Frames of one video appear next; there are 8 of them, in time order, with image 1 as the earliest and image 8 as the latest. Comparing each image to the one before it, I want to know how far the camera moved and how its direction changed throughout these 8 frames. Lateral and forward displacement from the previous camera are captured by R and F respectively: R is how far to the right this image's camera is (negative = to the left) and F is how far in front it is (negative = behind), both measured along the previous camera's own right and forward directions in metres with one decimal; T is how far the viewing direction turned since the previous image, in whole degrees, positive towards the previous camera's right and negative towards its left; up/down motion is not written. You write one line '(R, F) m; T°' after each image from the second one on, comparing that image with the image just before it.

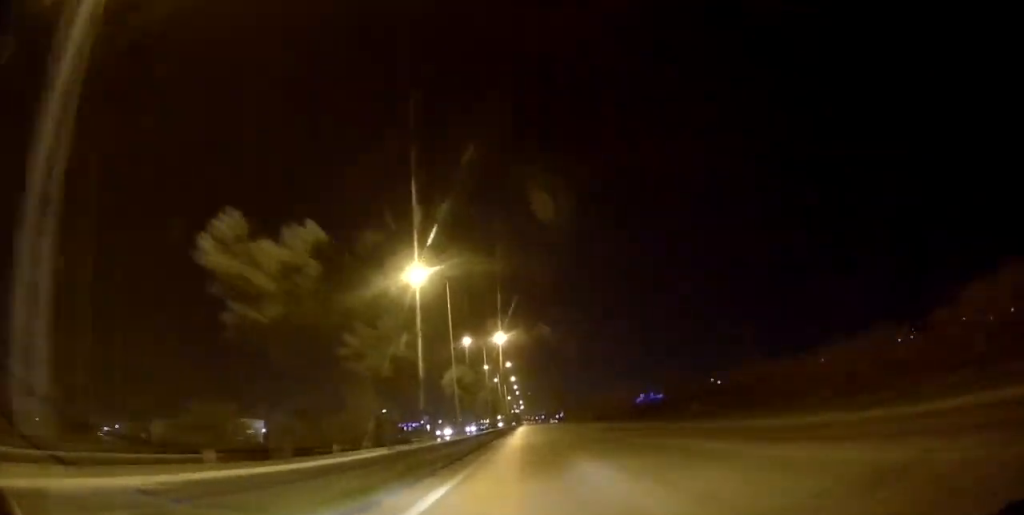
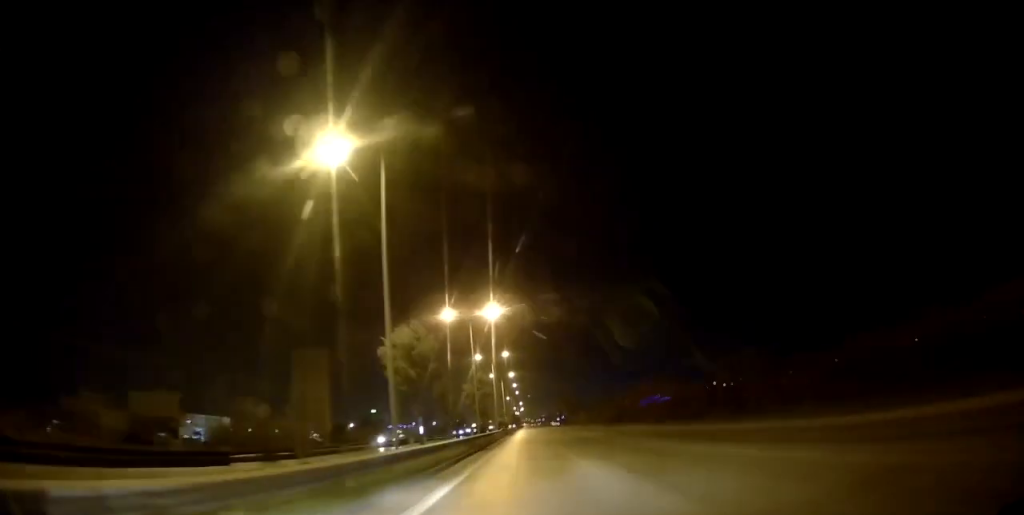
(0.0, +19.3) m; 0°
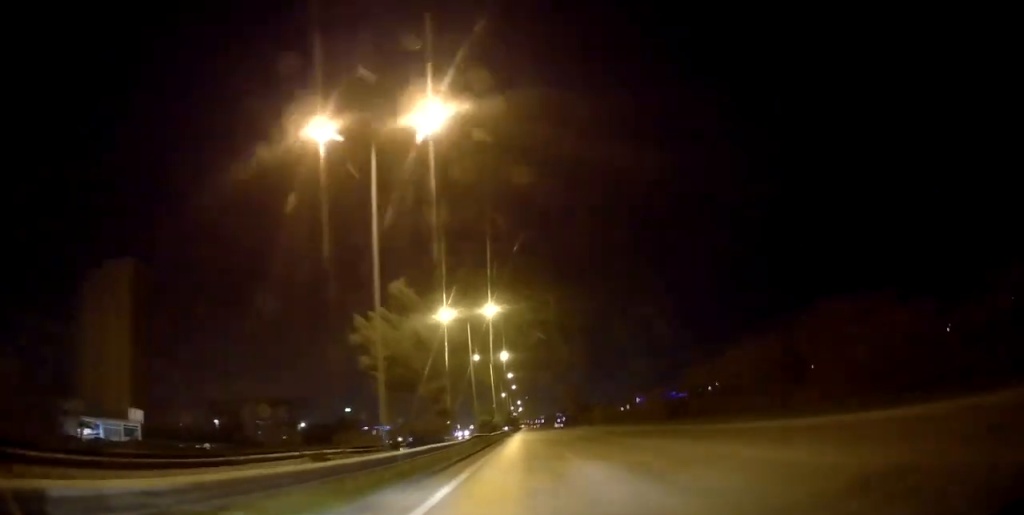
(+0.2, +35.7) m; 0°
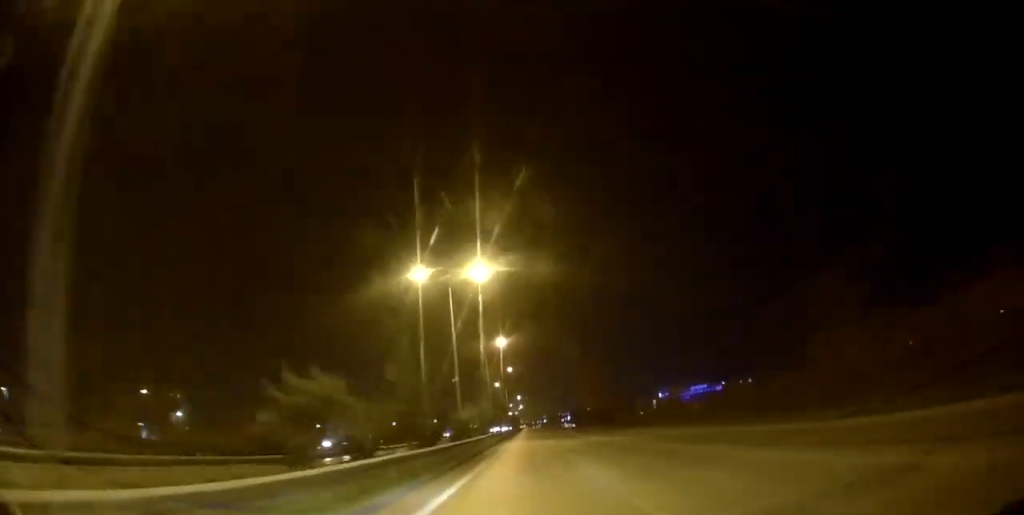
(+0.1, +49.8) m; 0°
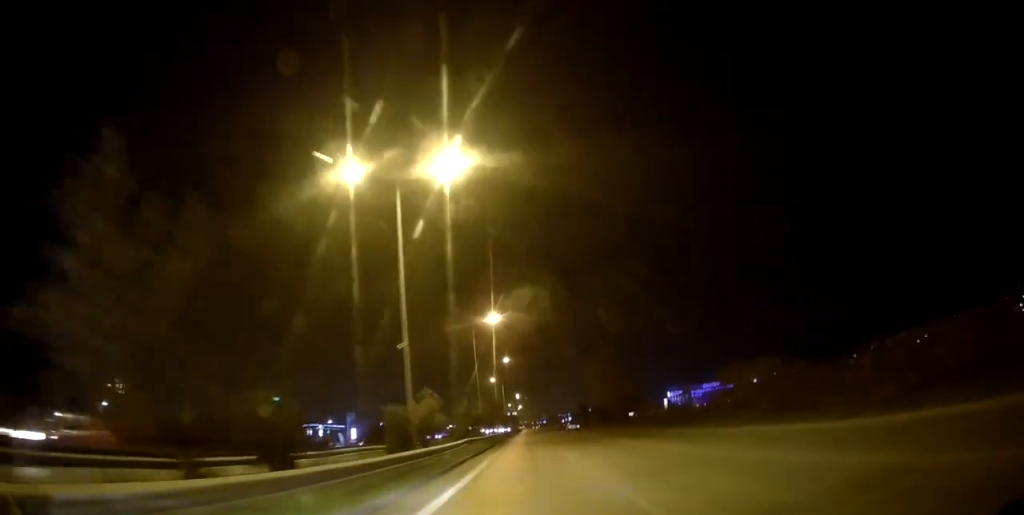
(0.0, +16.8) m; 0°
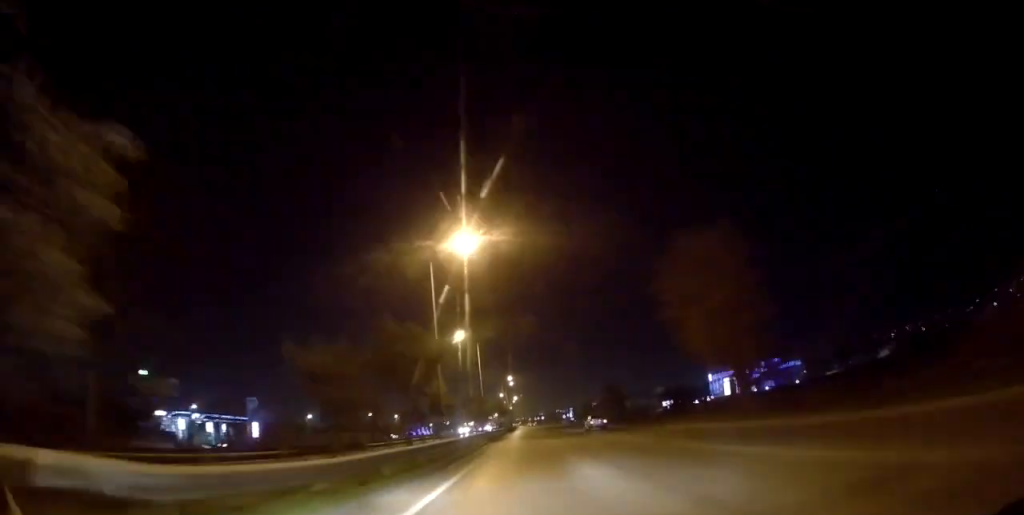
(0.0, +58.2) m; 0°
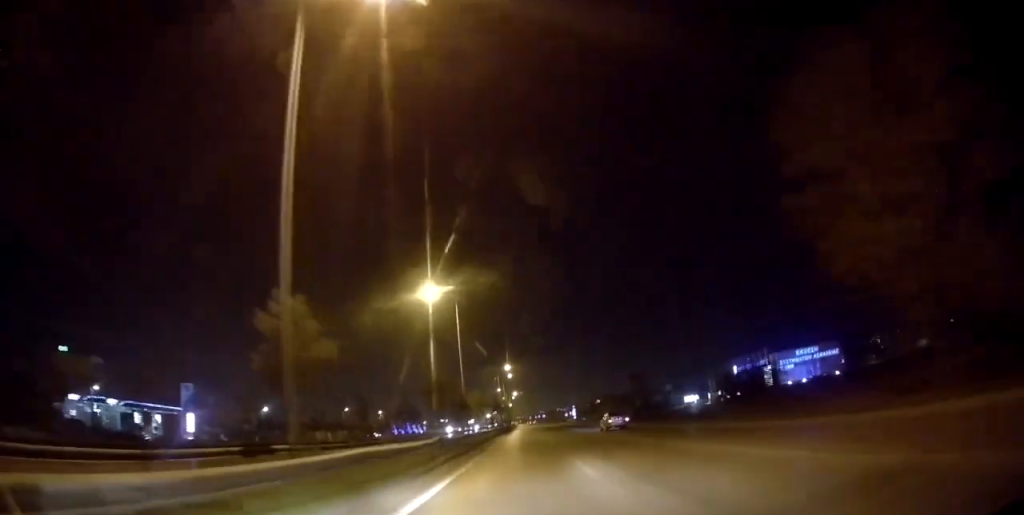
(0.0, +22.0) m; 0°
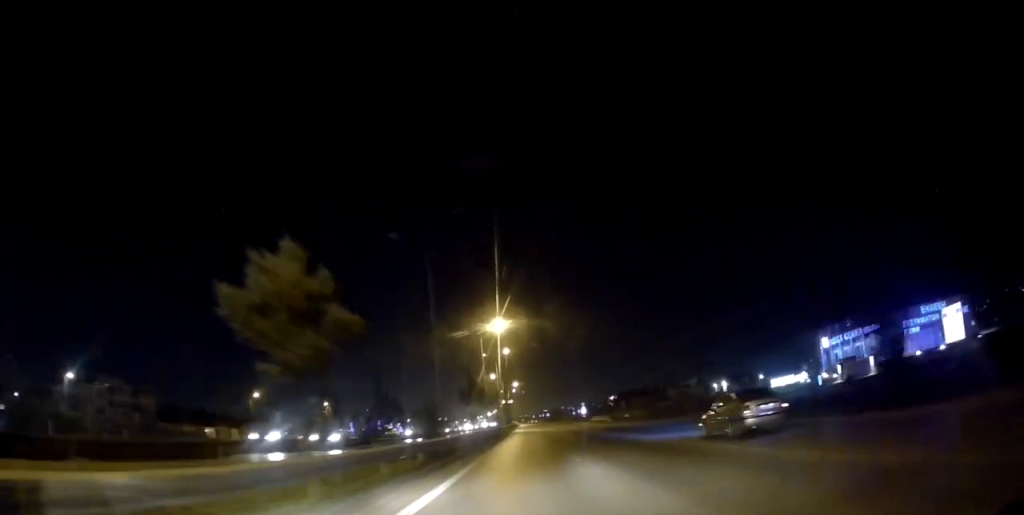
(0.0, +50.6) m; 0°
